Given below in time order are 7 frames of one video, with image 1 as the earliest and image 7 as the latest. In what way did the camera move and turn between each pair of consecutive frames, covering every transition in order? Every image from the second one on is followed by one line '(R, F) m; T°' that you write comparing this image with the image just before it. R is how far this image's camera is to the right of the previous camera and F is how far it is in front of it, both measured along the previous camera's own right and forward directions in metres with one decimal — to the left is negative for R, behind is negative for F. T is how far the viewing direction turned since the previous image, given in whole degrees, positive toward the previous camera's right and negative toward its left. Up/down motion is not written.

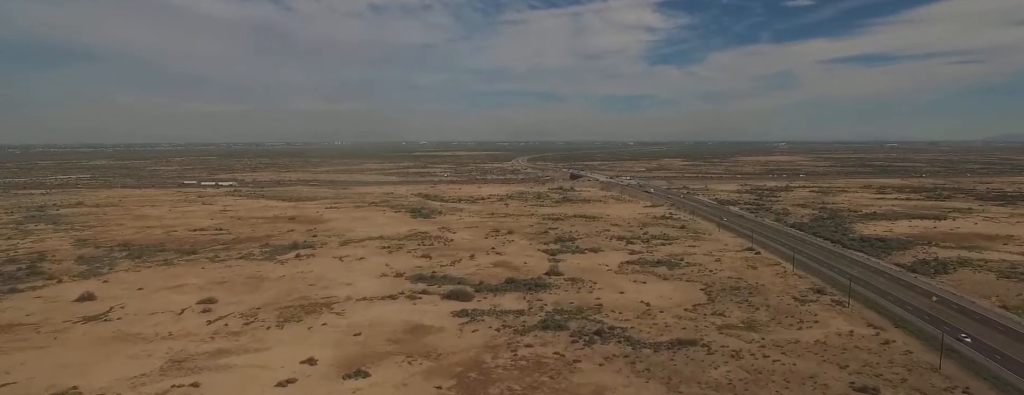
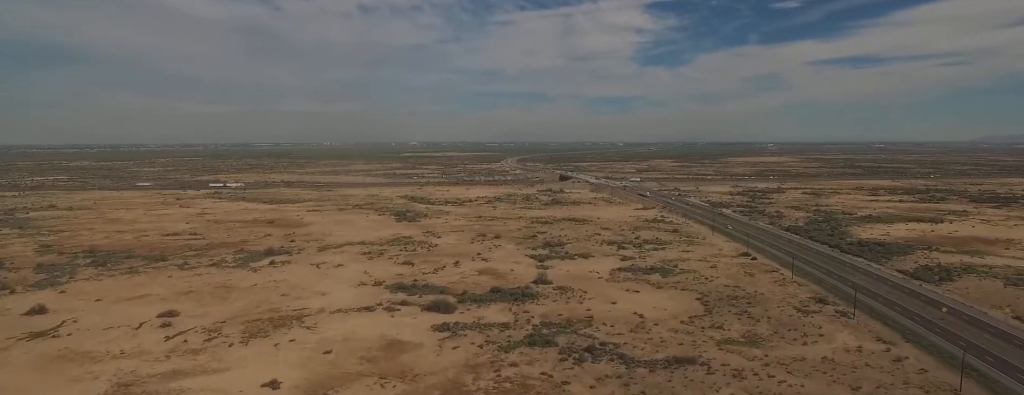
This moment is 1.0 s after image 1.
(-0.2, +16.0) m; -1°
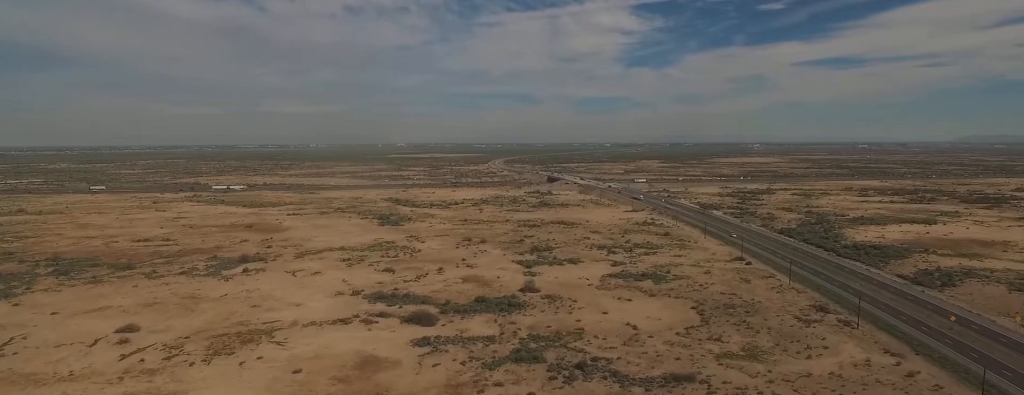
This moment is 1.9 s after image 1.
(-0.1, +13.5) m; -1°
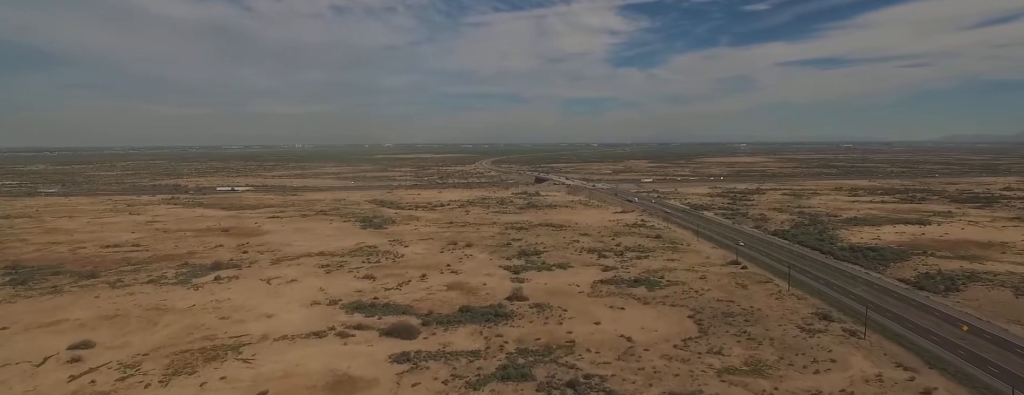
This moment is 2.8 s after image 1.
(-0.1, +13.4) m; -1°
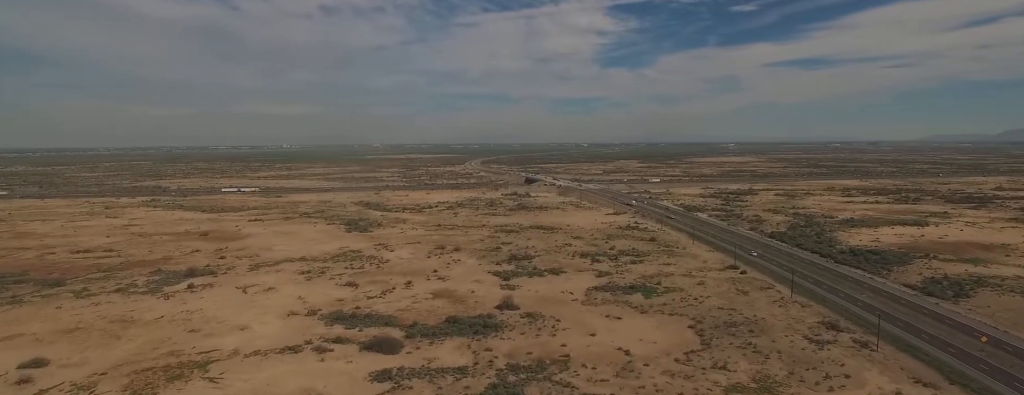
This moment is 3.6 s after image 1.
(-0.1, +13.4) m; -1°
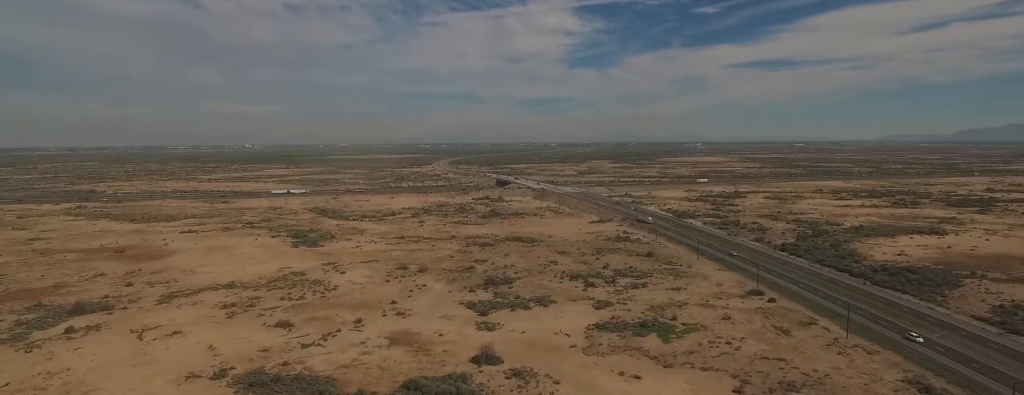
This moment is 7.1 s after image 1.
(-0.7, +55.4) m; -1°
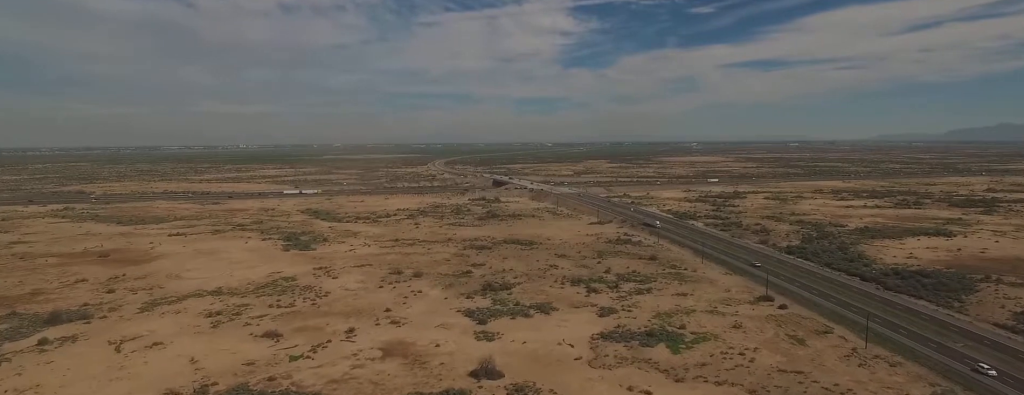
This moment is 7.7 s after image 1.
(0.0, +10.0) m; 0°
